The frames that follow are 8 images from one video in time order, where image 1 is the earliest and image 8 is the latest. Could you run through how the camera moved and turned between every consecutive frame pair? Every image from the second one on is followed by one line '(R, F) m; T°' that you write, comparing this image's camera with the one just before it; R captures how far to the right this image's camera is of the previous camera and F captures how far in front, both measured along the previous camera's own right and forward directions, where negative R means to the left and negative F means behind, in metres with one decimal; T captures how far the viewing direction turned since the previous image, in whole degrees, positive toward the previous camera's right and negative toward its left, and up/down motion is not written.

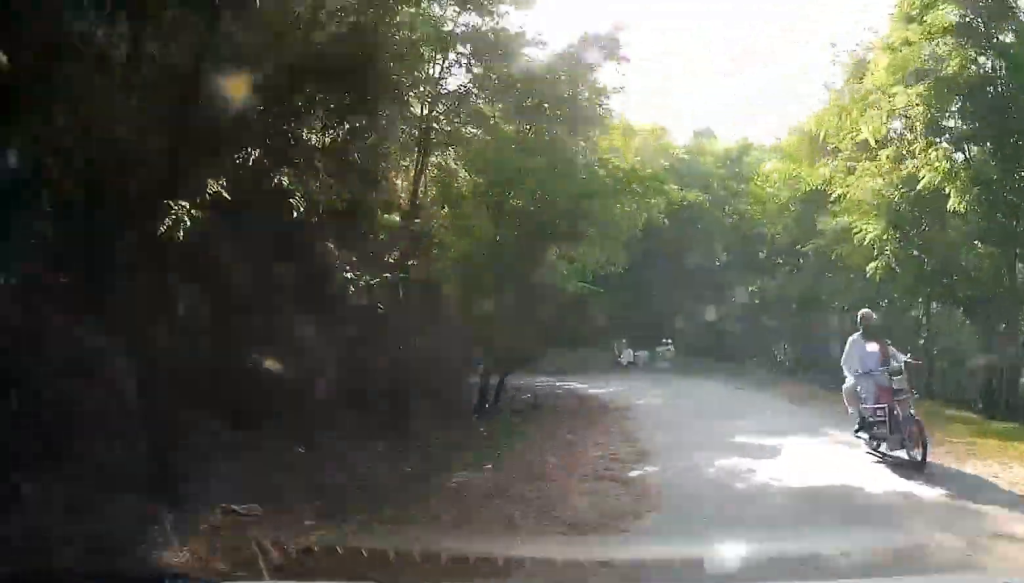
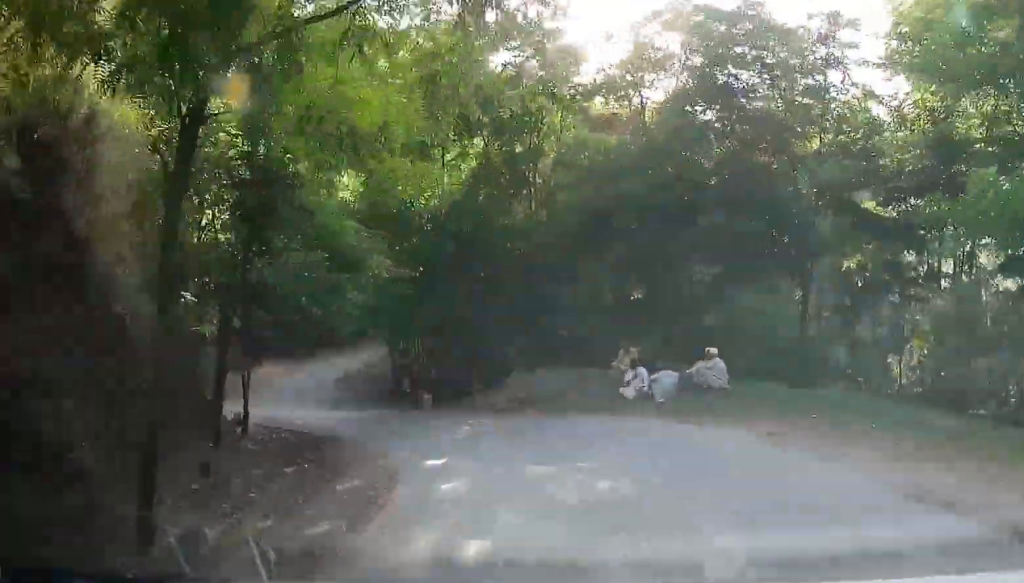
(-2.6, +12.5) m; -12°
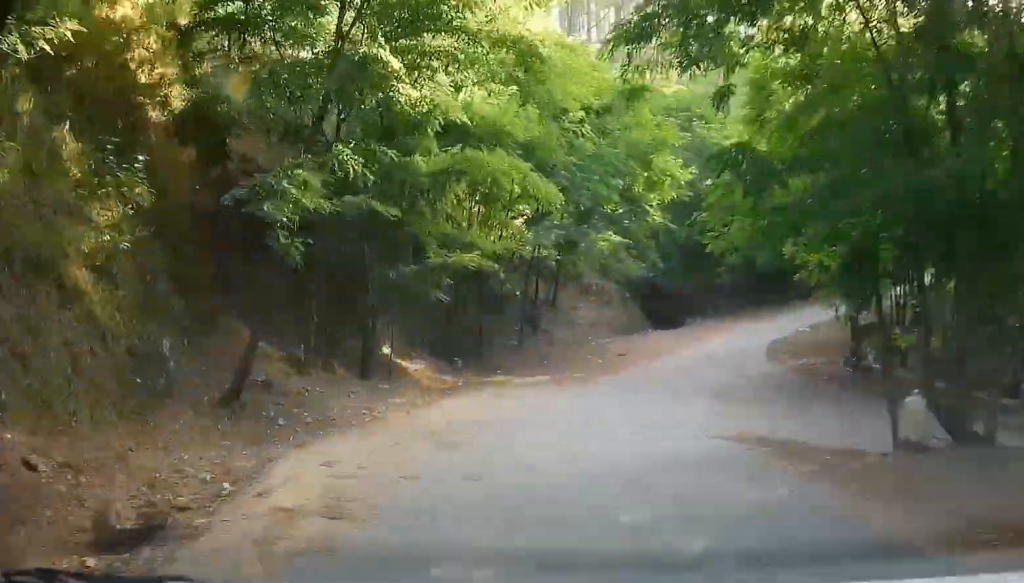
(0.0, +13.7) m; -8°
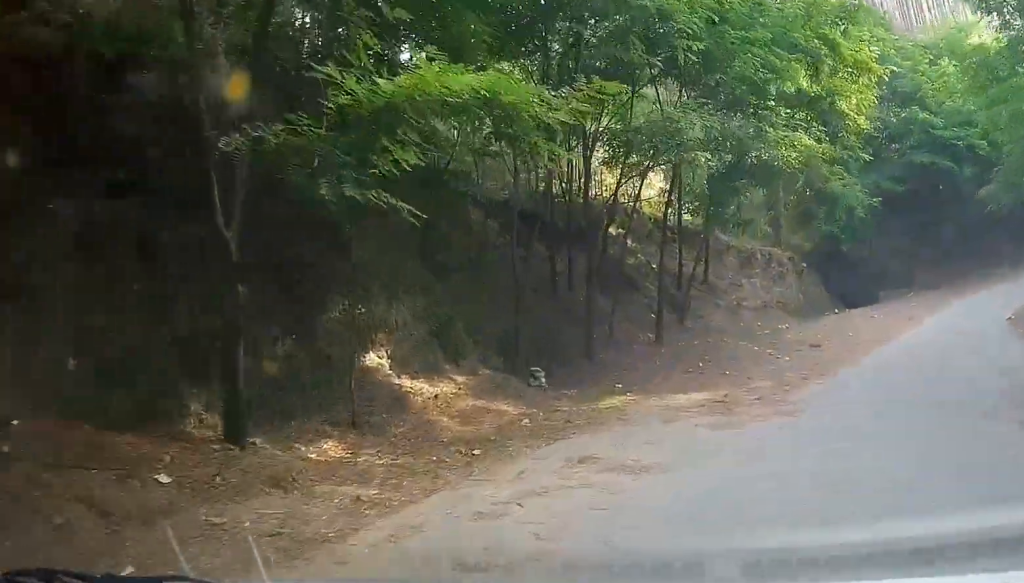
(-1.4, +8.6) m; -17°
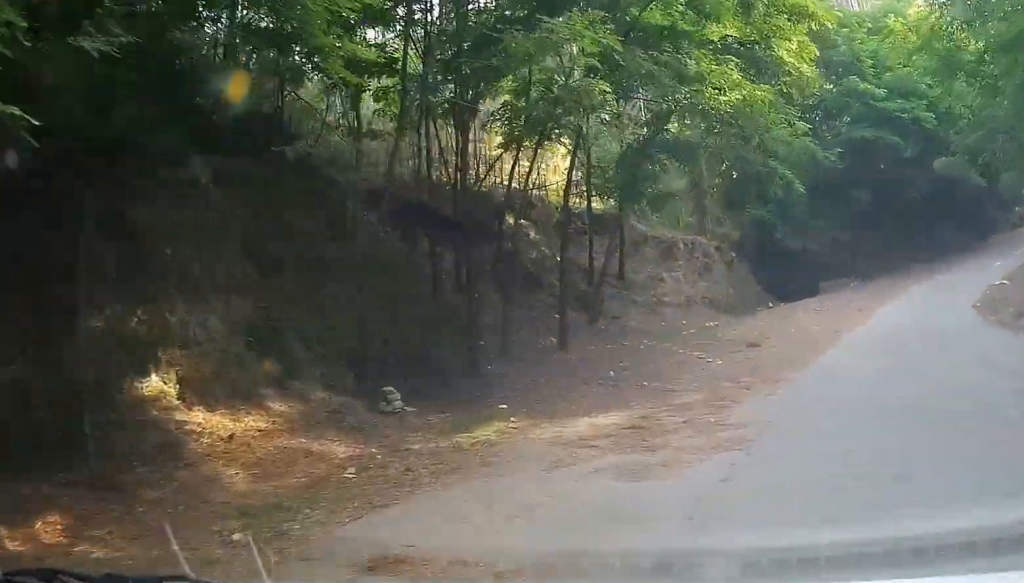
(-0.3, +2.7) m; -6°
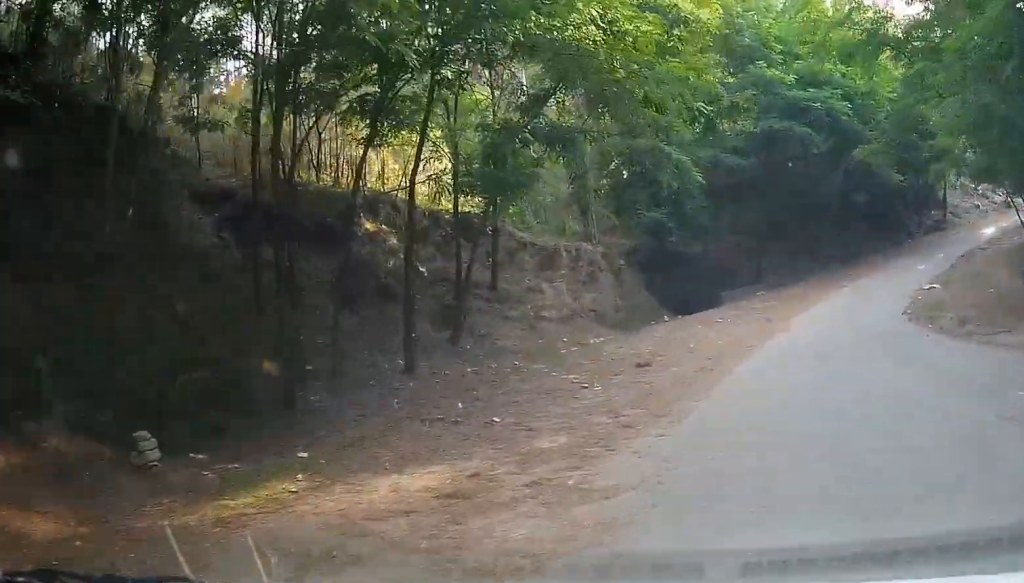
(-0.2, +3.0) m; -6°
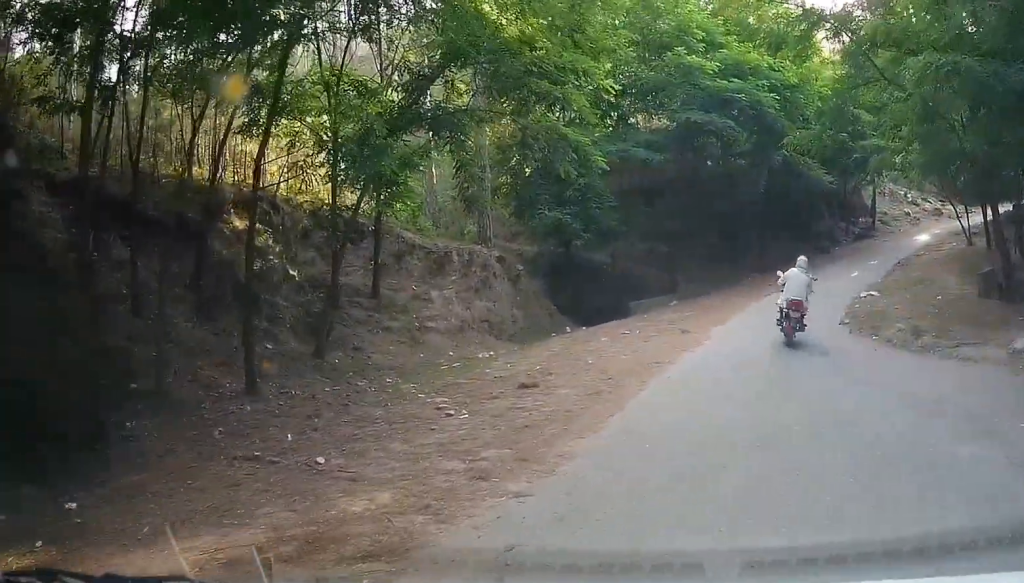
(-0.2, +3.1) m; -5°
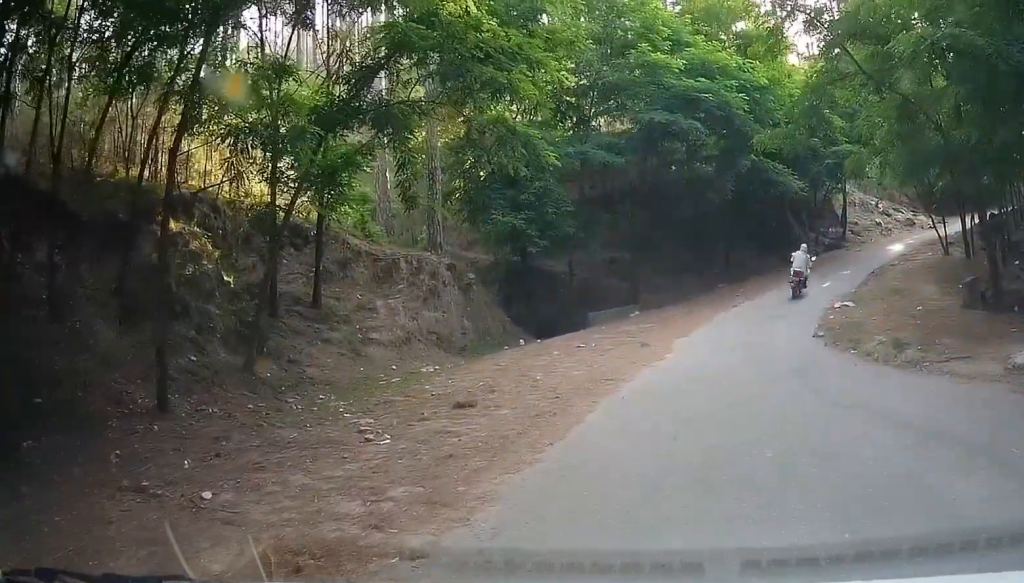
(-0.1, +2.1) m; -2°
